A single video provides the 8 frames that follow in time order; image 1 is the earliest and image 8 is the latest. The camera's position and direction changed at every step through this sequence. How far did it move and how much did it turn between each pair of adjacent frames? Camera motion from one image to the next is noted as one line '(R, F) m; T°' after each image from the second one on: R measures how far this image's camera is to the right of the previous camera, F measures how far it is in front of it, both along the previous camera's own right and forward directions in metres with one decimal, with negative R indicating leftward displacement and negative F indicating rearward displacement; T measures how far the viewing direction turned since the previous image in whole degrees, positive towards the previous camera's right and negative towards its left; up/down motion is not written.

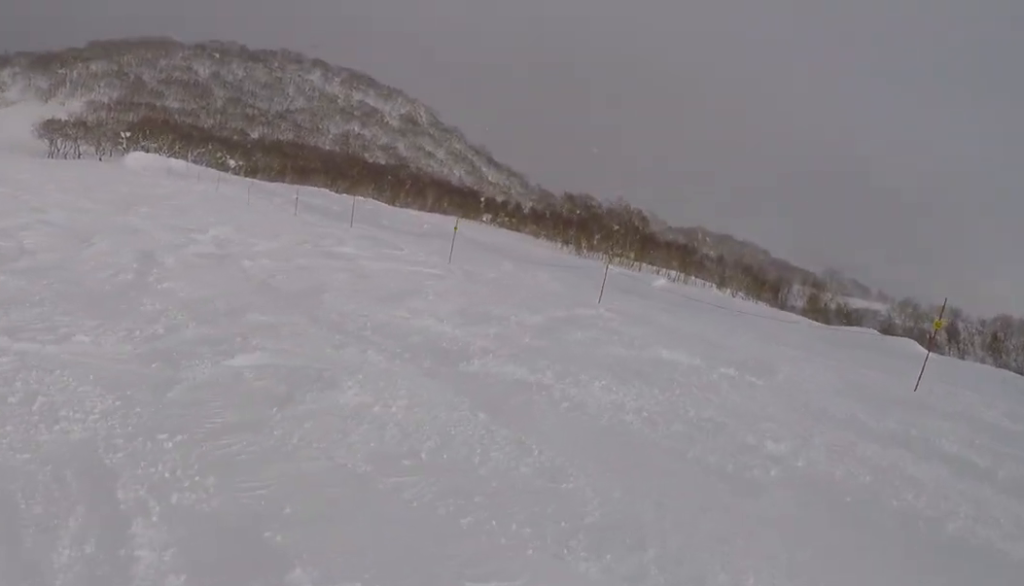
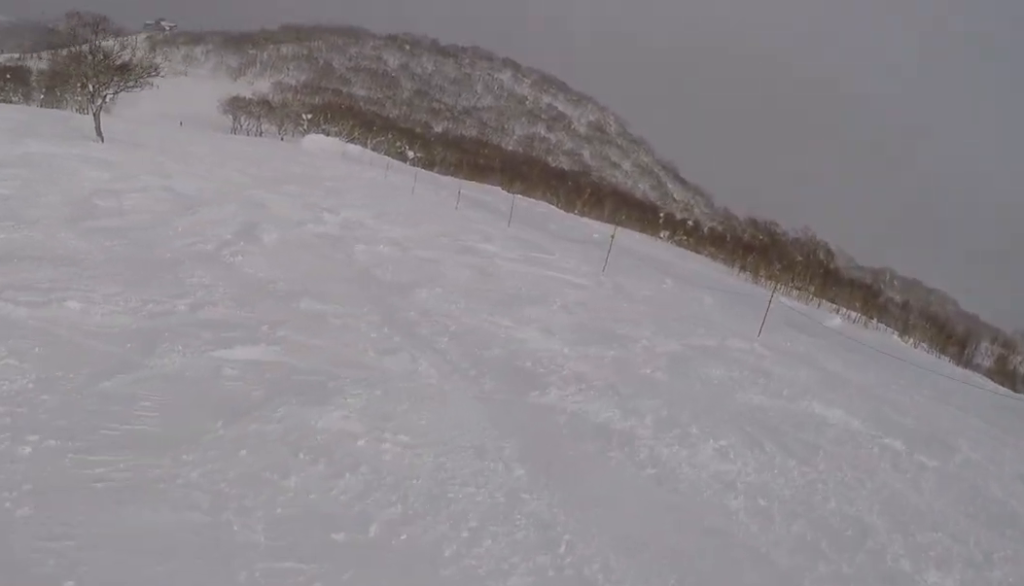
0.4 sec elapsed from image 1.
(-0.1, +2.2) m; -8°
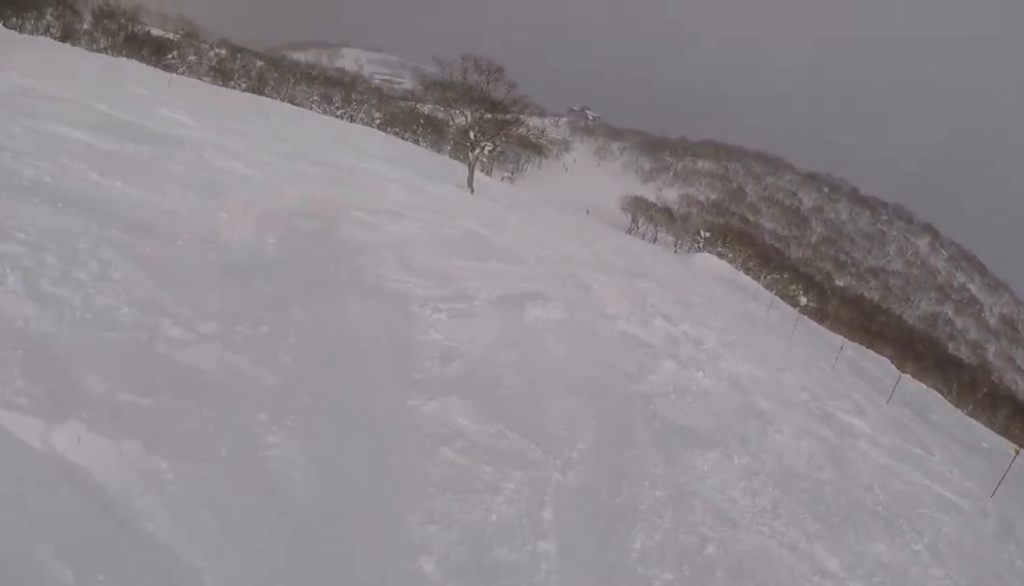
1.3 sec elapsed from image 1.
(-0.6, +3.9) m; -32°
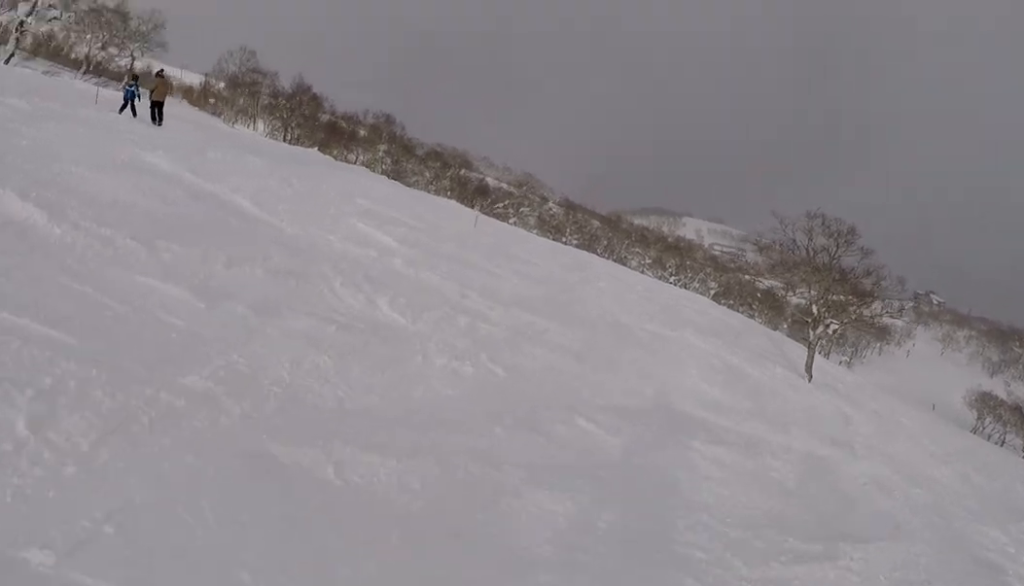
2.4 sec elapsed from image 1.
(-2.4, +4.9) m; -55°
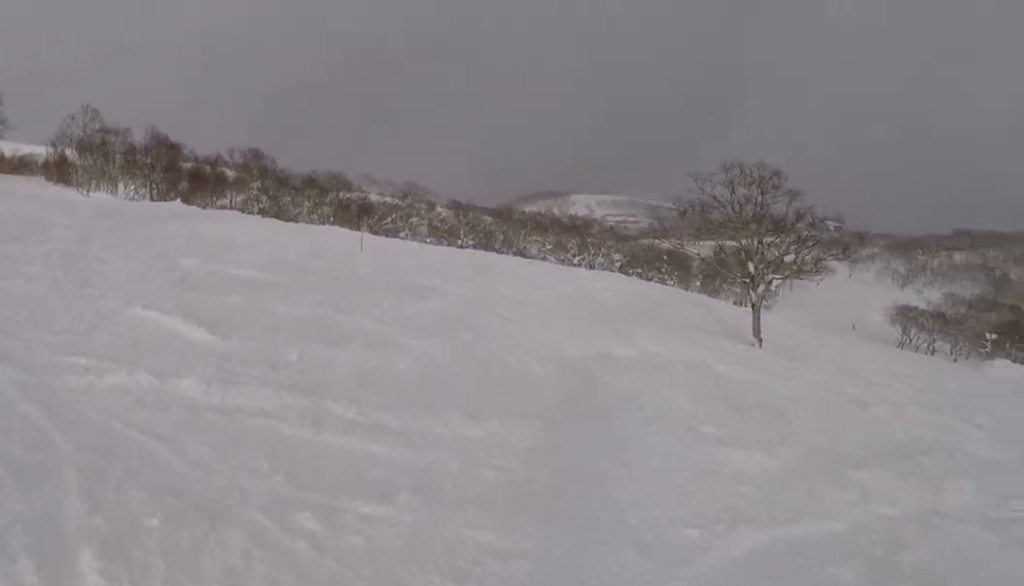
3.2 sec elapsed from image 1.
(-2.2, +4.0) m; -22°
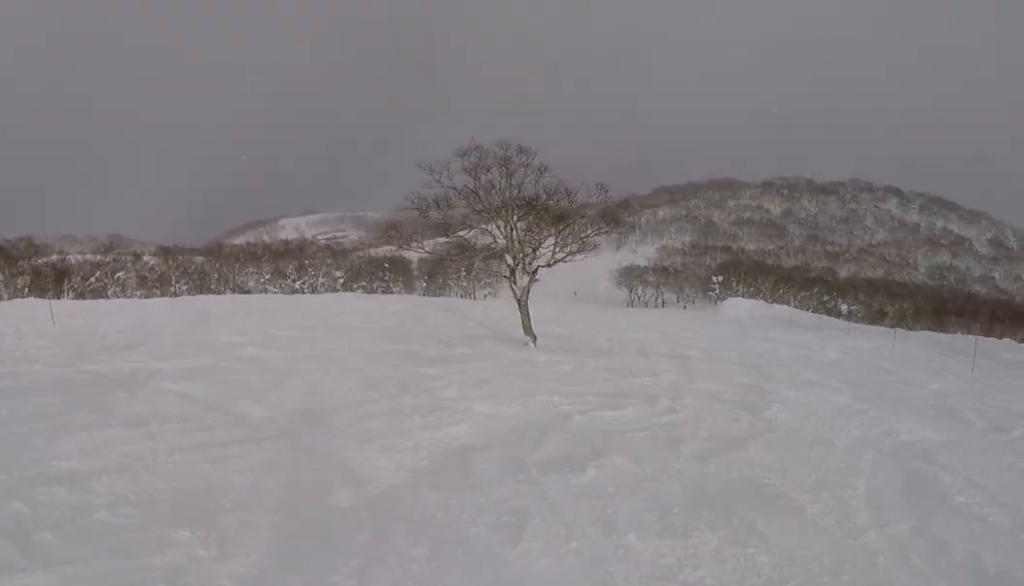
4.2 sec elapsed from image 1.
(+0.6, +5.3) m; +19°
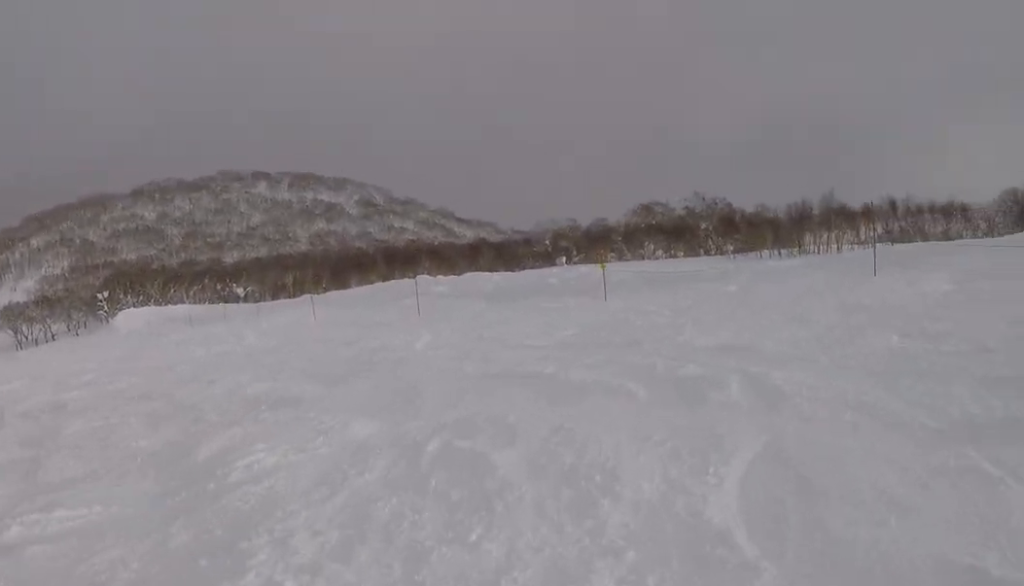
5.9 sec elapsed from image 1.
(+3.8, +8.2) m; +55°
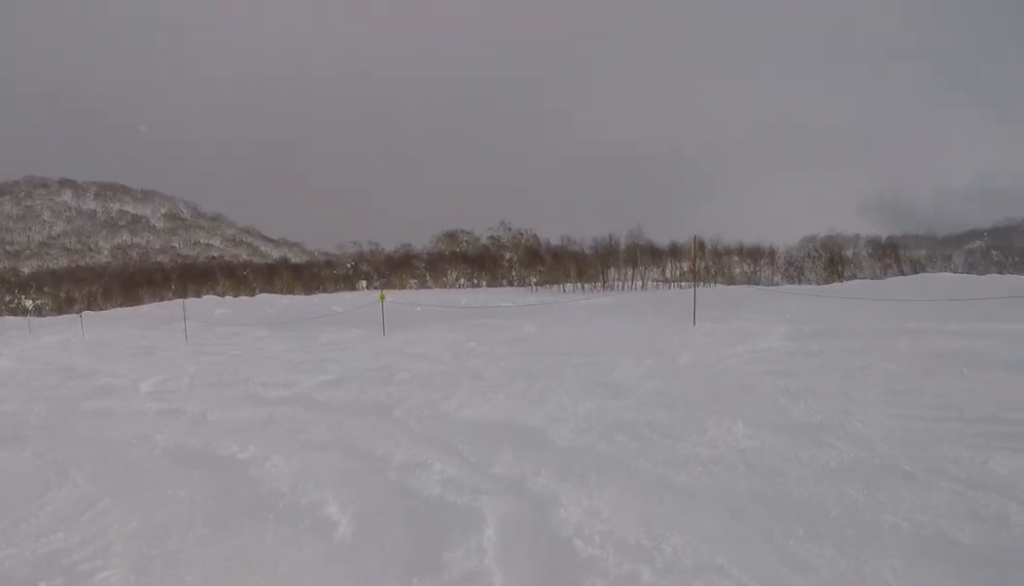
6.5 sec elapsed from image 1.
(+0.7, +3.0) m; +20°
